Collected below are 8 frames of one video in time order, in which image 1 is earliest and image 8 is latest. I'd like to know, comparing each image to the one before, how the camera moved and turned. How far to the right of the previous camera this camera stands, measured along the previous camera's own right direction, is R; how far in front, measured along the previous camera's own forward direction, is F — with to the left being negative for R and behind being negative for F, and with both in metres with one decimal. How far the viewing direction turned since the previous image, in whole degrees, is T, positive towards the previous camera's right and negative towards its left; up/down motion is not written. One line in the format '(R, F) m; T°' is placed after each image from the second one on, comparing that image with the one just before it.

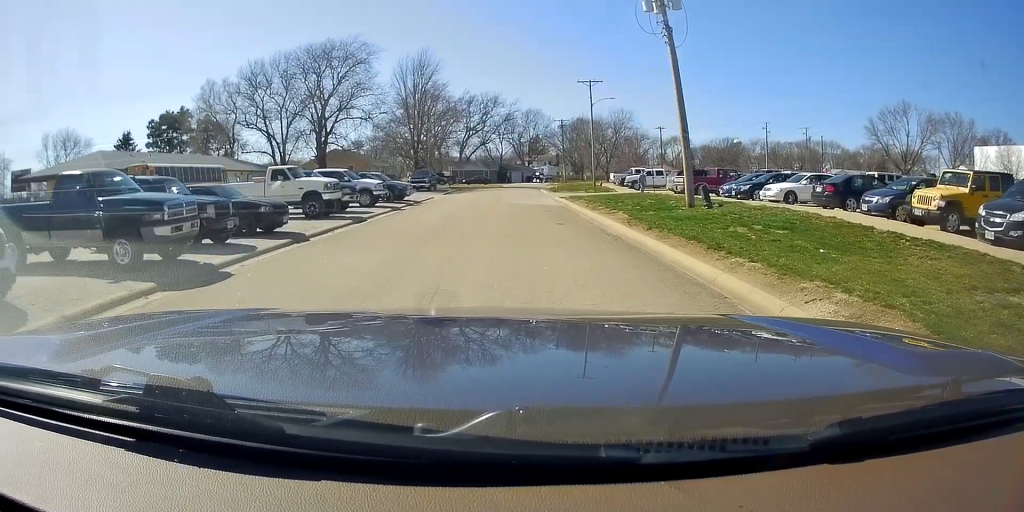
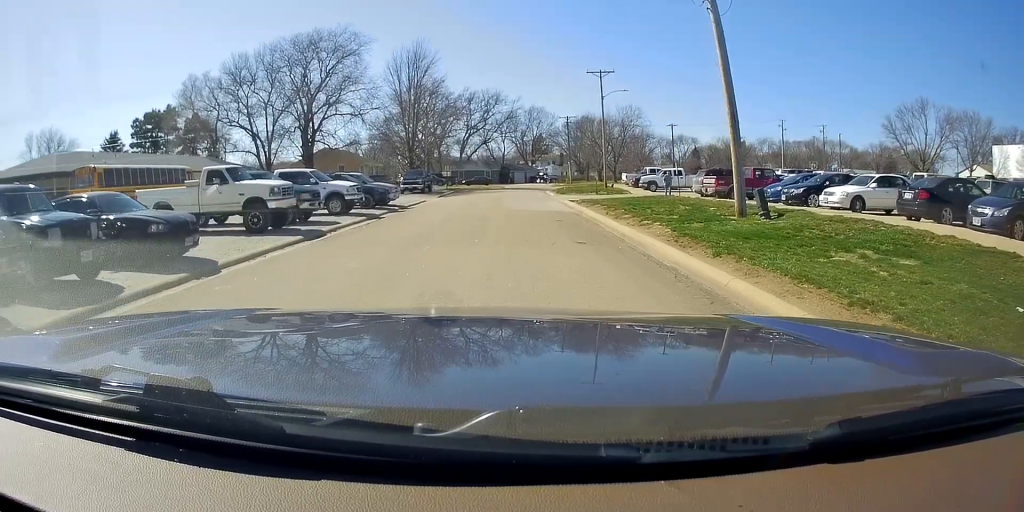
(0.0, +5.6) m; 0°
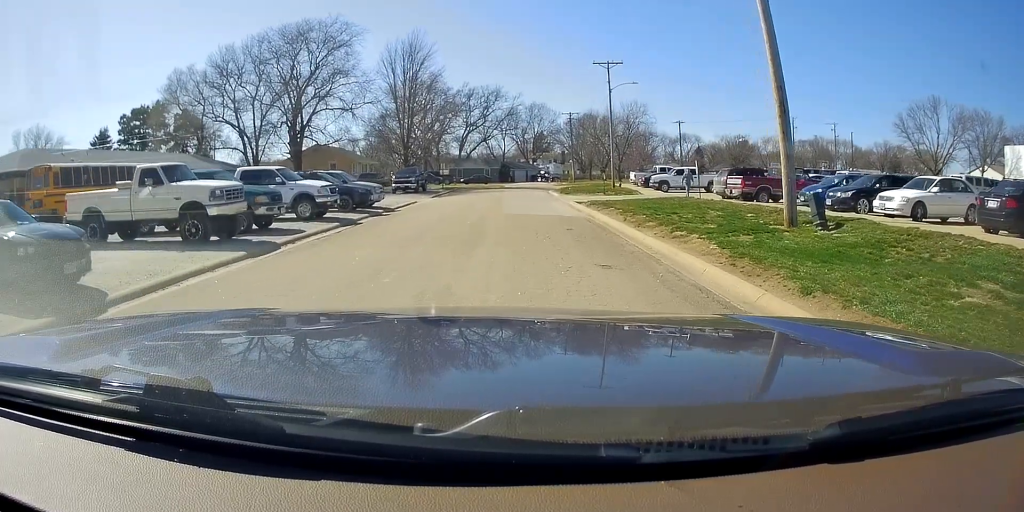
(0.0, +3.9) m; 0°
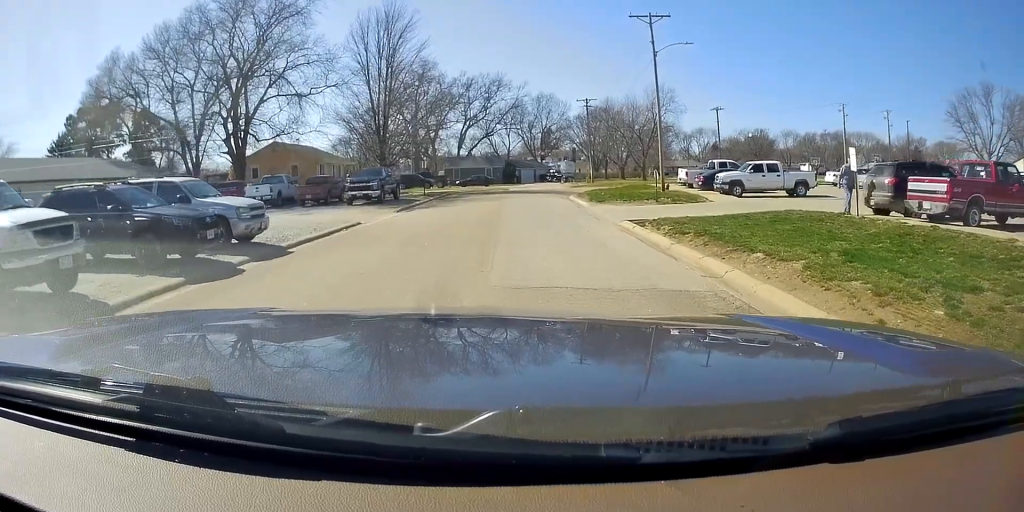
(0.0, +14.9) m; 0°
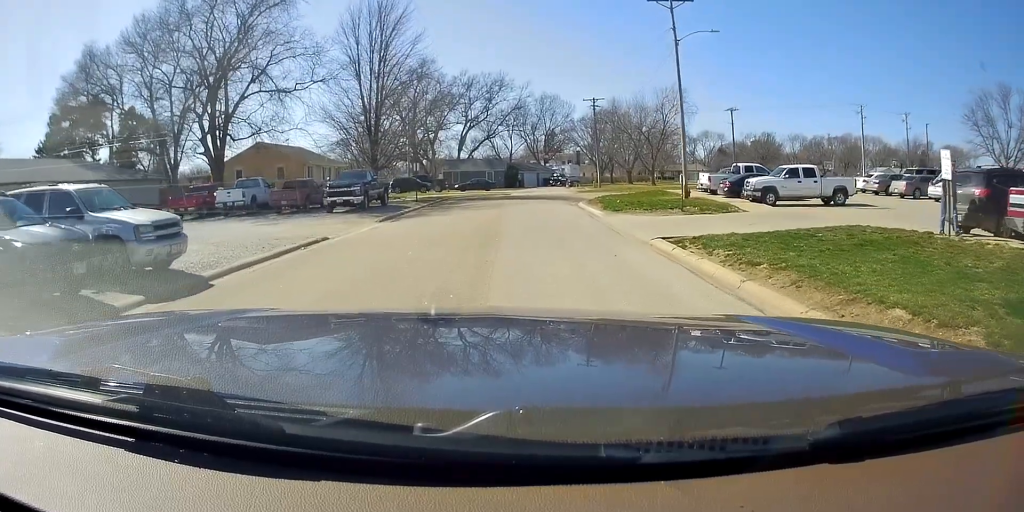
(0.0, +4.2) m; 0°
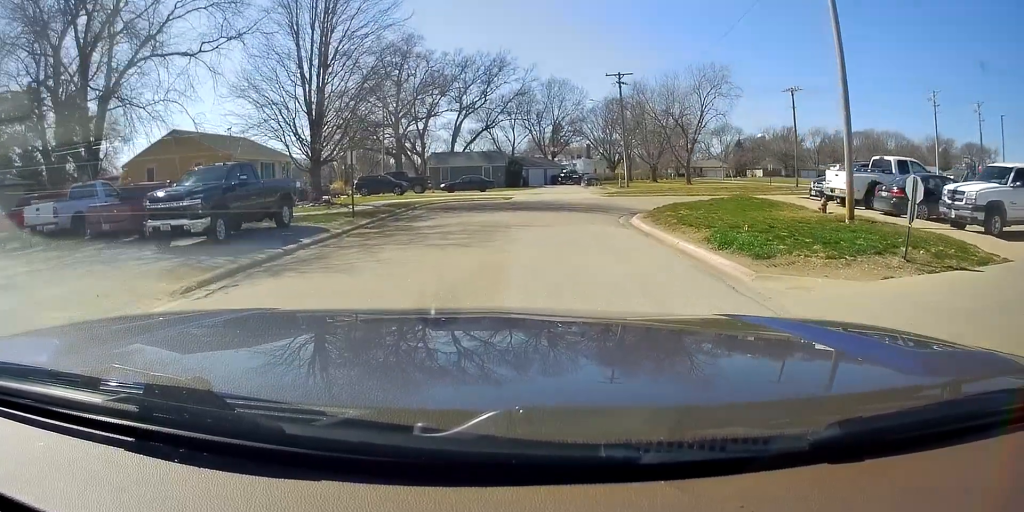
(0.0, +15.4) m; 0°
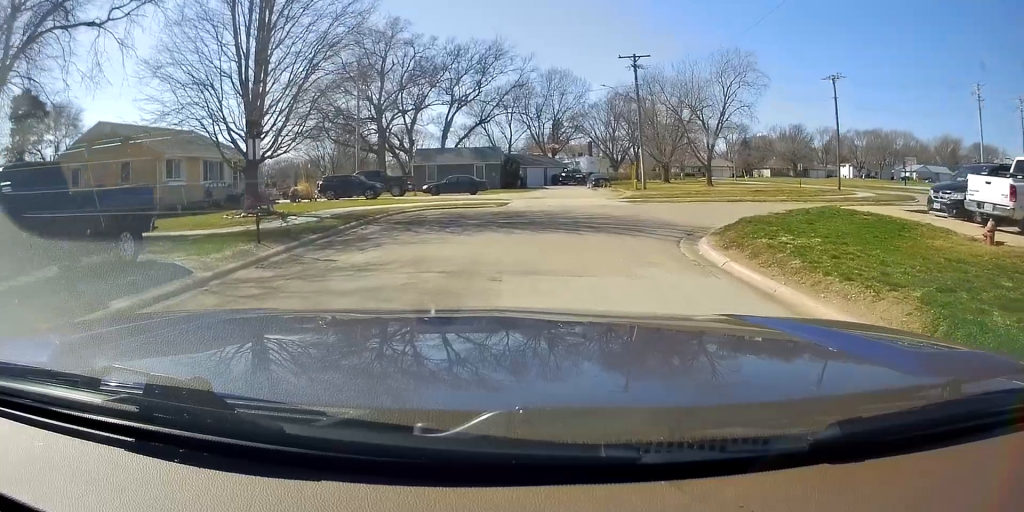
(0.0, +8.7) m; 0°
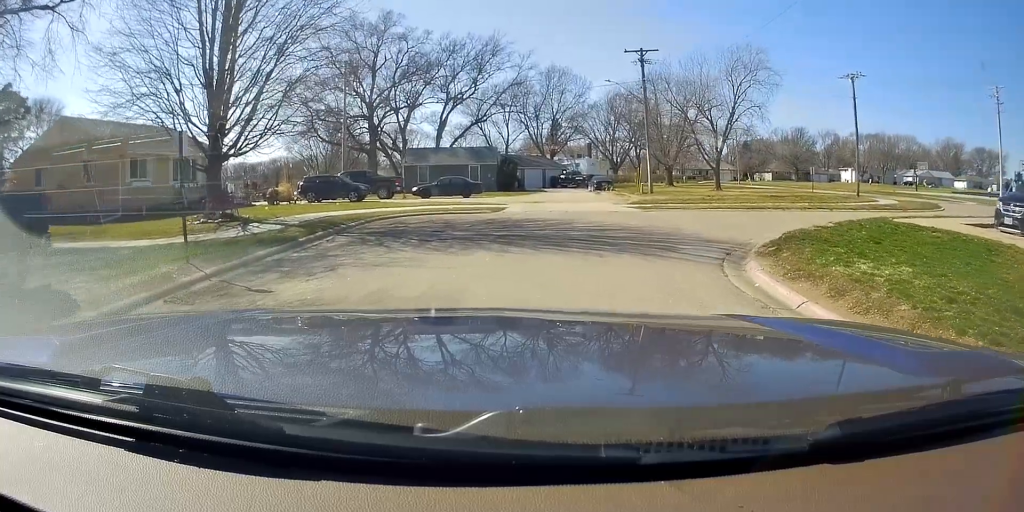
(0.0, +3.5) m; 0°
